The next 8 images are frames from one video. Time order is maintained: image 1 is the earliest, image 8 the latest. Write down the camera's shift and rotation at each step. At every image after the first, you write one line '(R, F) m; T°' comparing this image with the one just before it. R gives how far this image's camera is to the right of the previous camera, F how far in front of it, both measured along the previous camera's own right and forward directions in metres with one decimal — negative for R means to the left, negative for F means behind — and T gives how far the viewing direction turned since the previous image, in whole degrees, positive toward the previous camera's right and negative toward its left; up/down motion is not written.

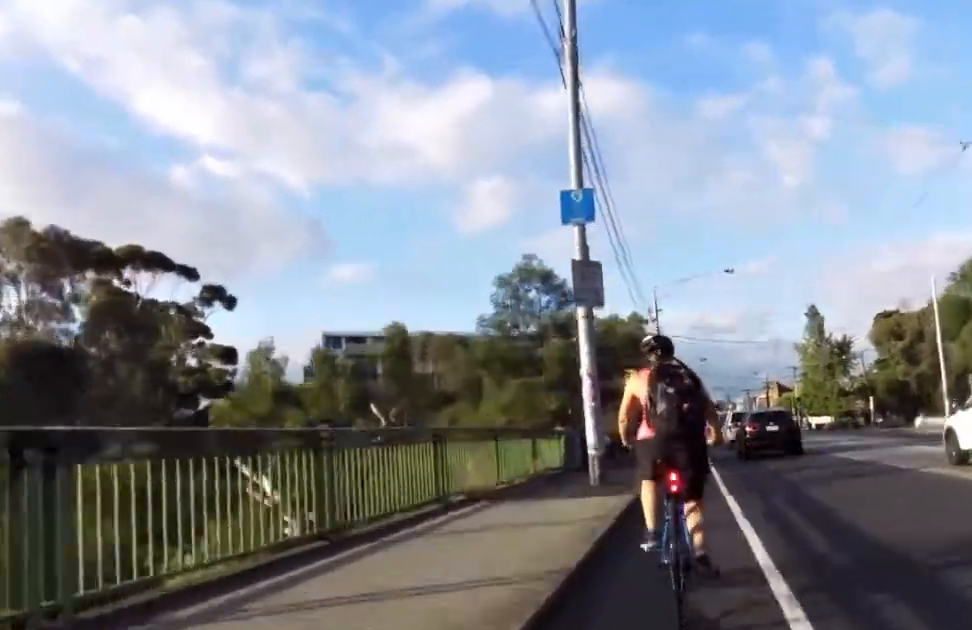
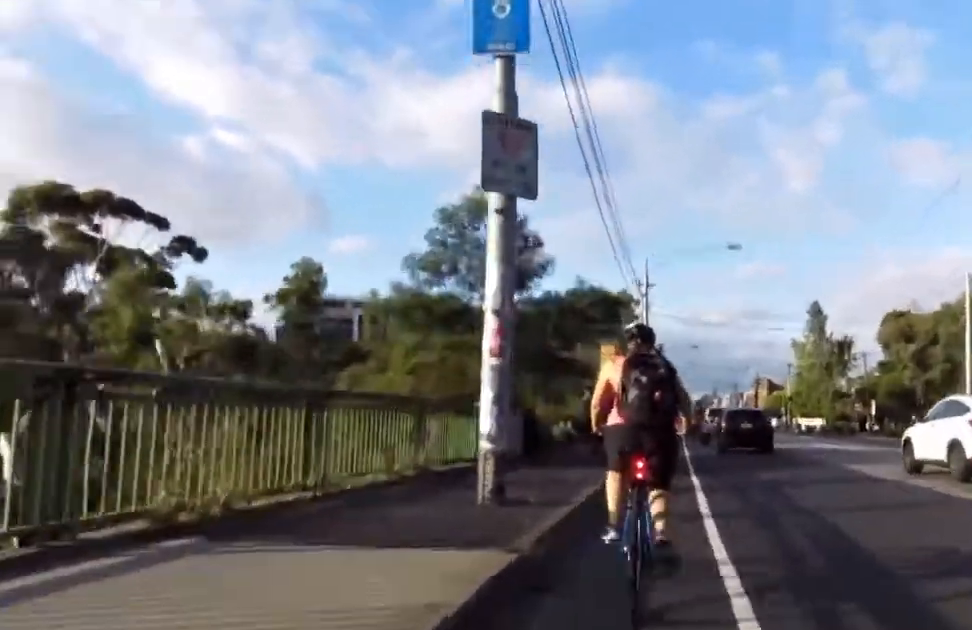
(0.0, +5.2) m; 0°
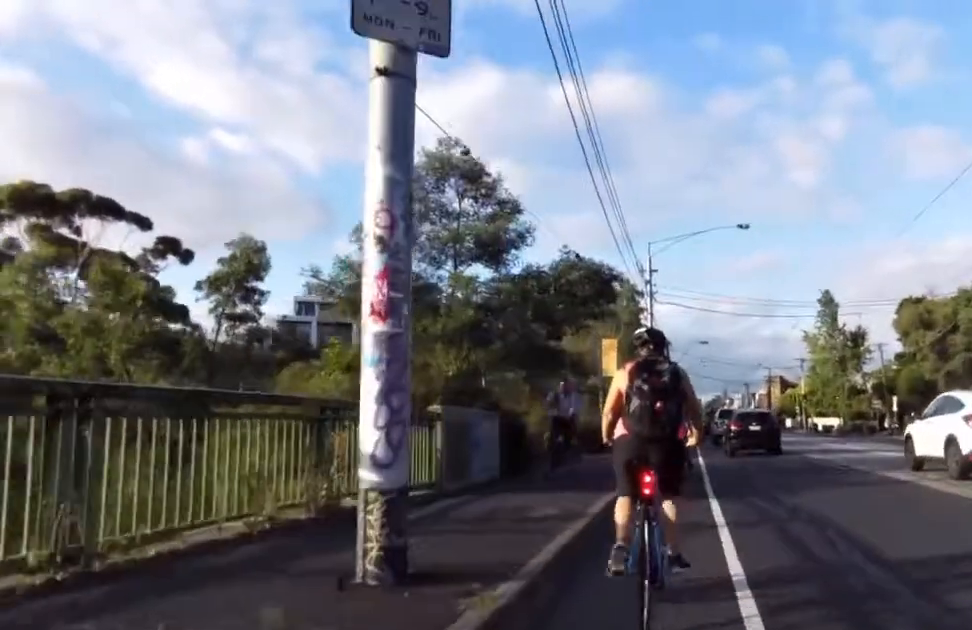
(0.0, +2.9) m; 0°
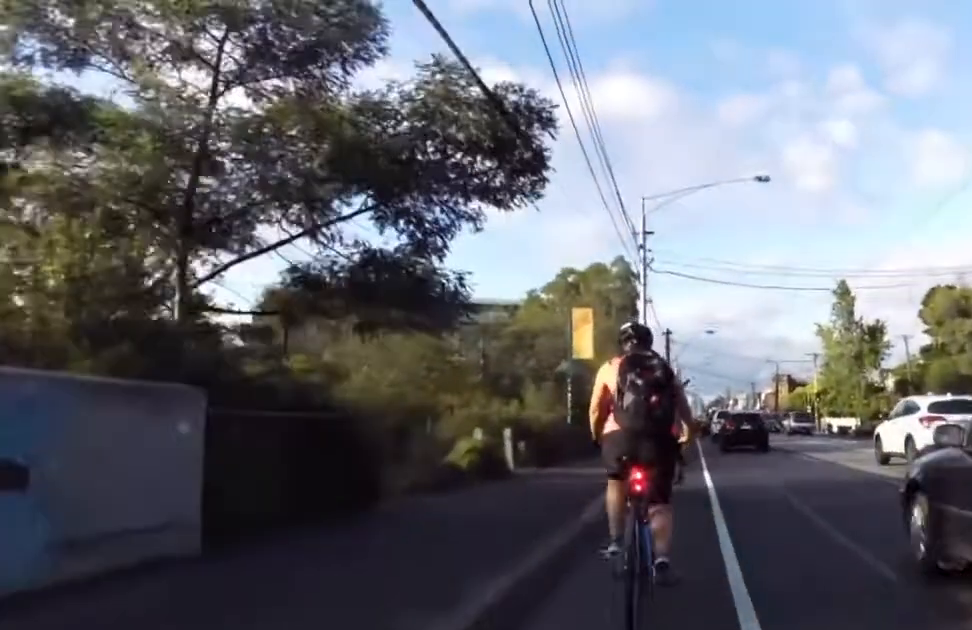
(0.0, +7.5) m; 0°
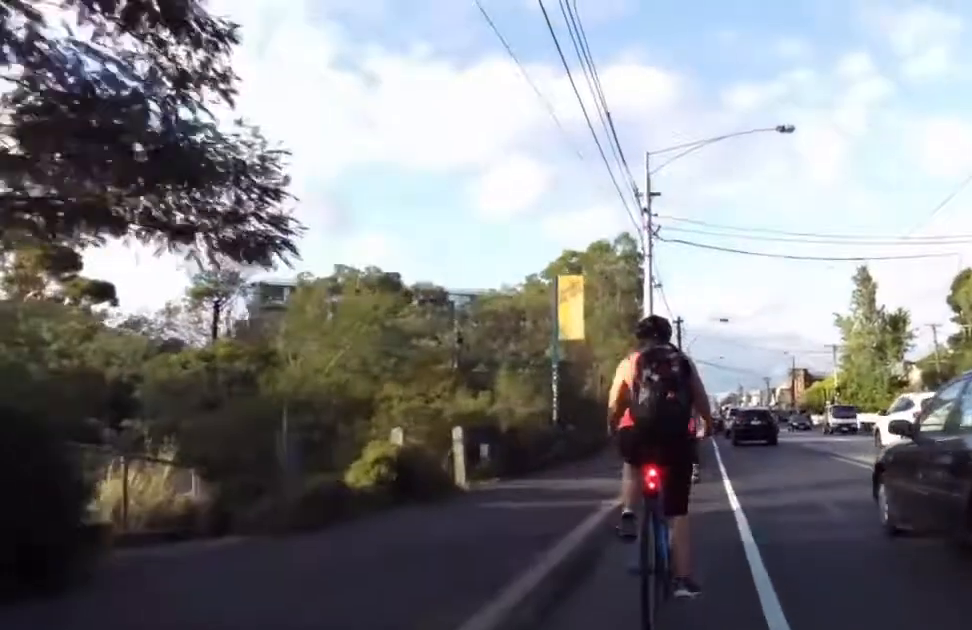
(0.0, +3.8) m; 0°
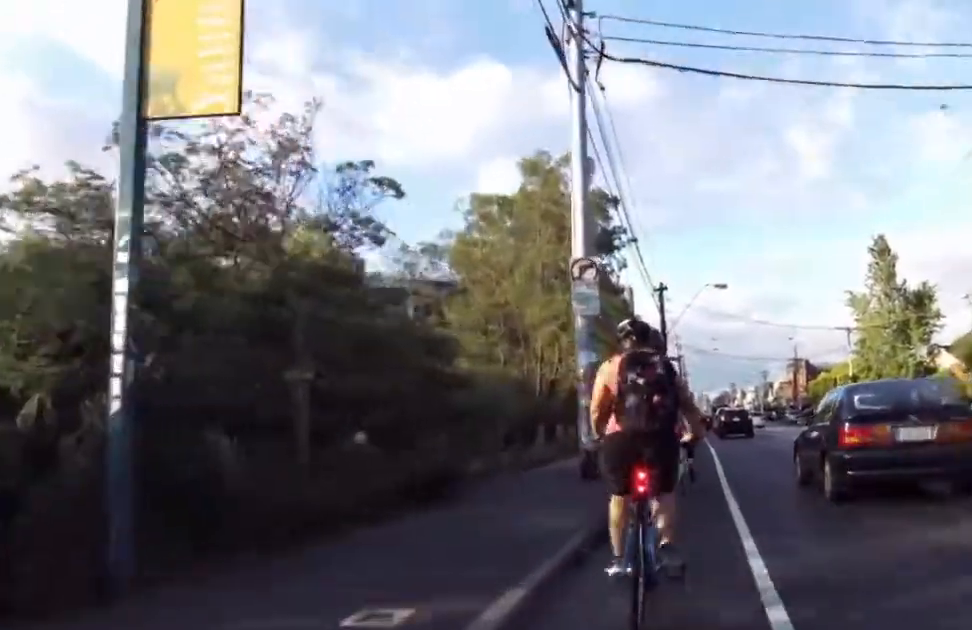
(0.0, +11.9) m; 0°
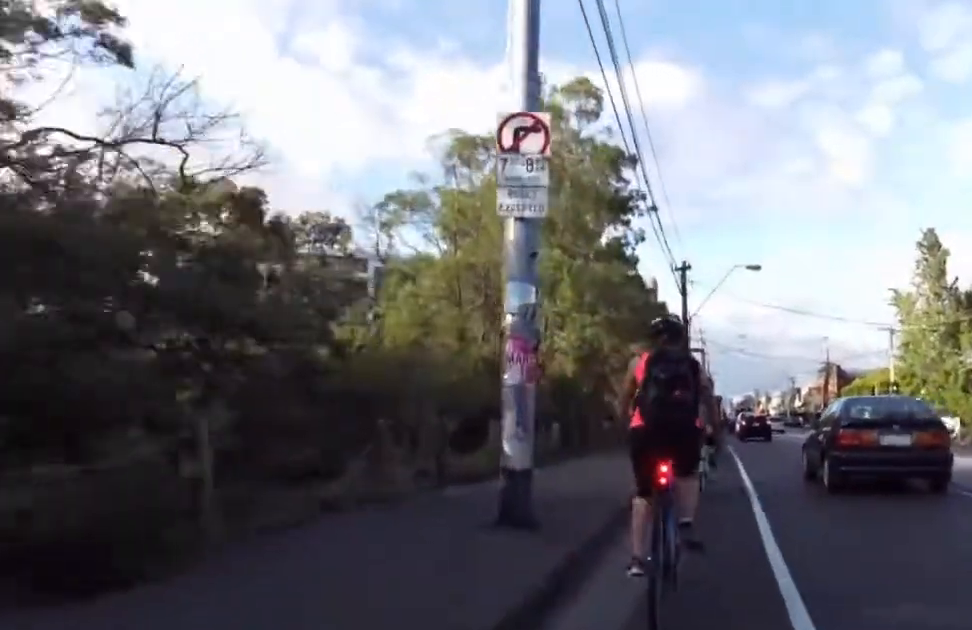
(0.0, +5.3) m; -2°
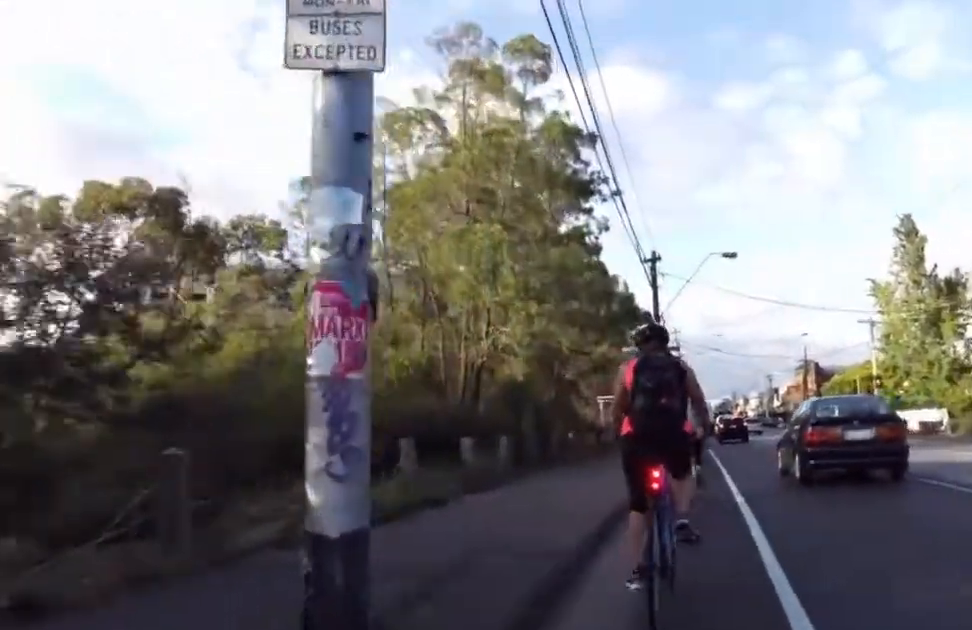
(0.0, +2.5) m; -4°
